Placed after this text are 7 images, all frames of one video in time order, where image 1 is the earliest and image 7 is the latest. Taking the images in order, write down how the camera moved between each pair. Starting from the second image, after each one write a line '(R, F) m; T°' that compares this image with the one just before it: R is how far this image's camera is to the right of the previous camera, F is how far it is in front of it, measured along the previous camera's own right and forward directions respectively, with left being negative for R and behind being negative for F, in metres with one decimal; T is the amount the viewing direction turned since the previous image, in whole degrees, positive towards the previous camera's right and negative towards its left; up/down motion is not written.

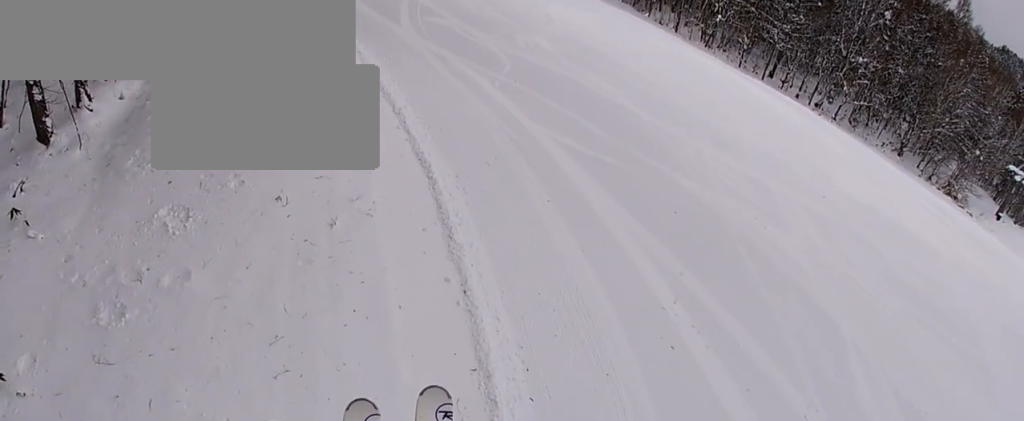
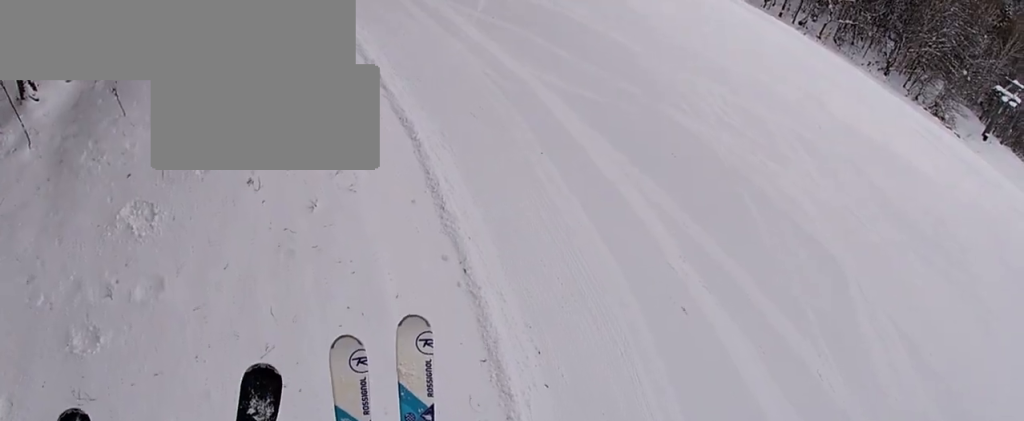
(0.0, +1.1) m; -1°
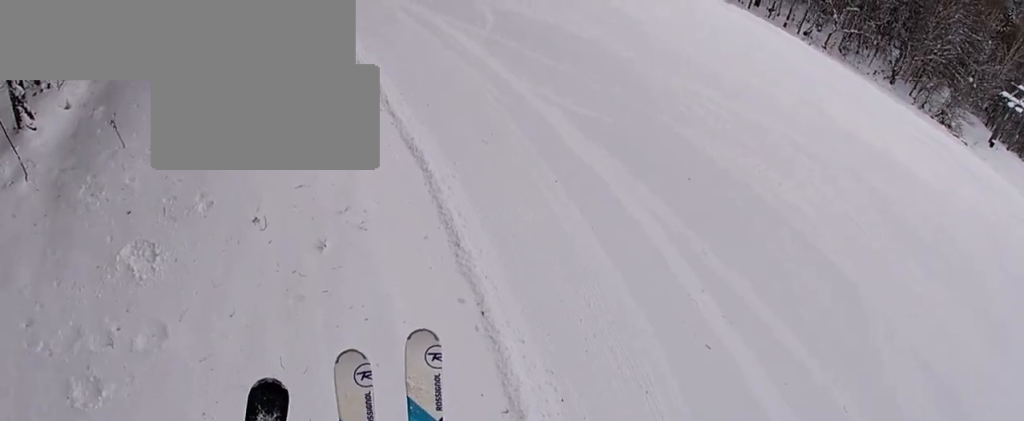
(0.0, +0.7) m; 0°
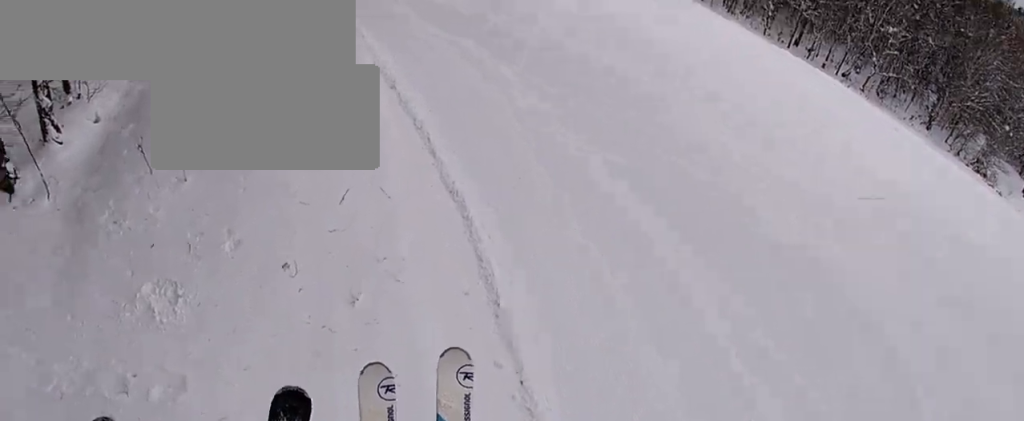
(0.0, +0.9) m; +2°
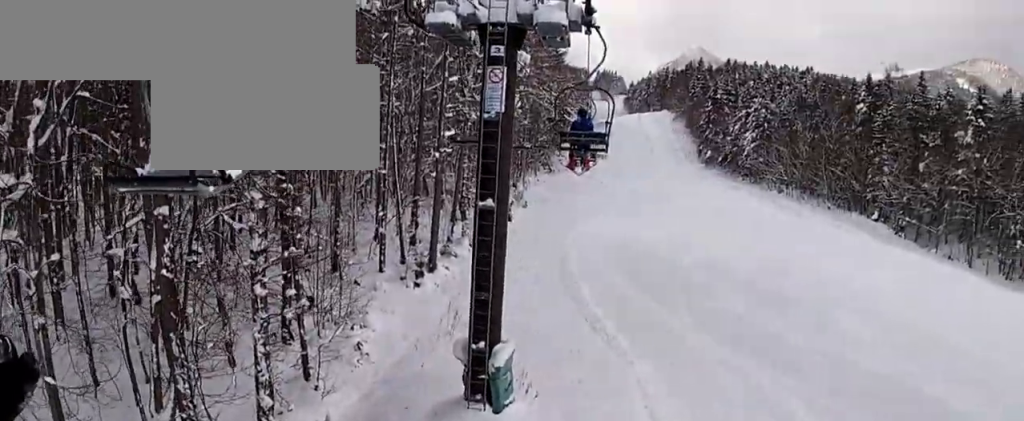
(+0.6, +3.7) m; +20°
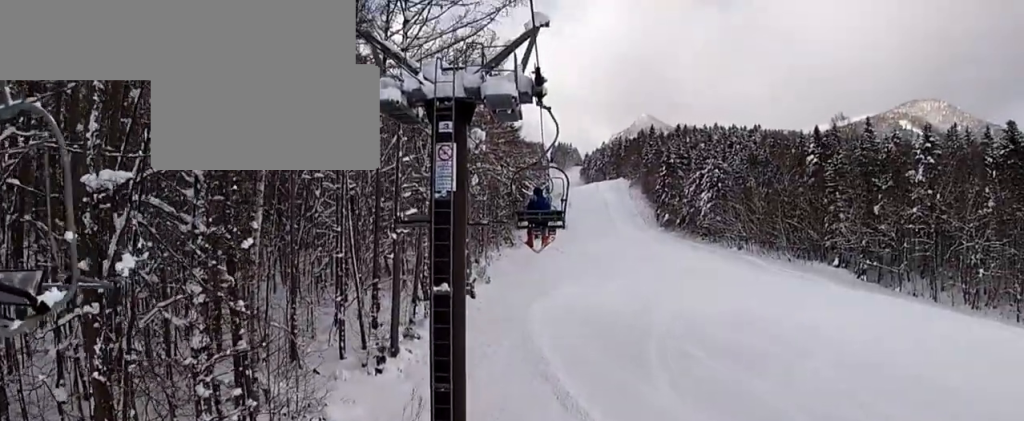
(0.0, +0.8) m; +2°
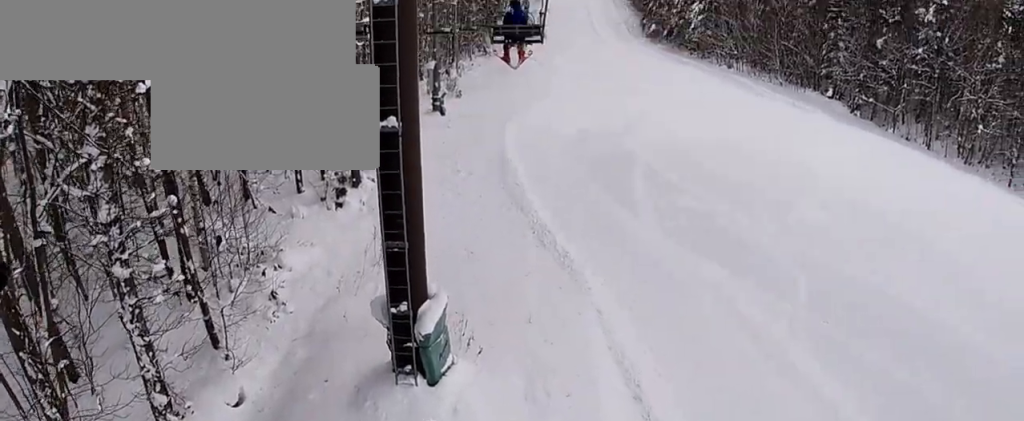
(0.0, +1.8) m; 0°
